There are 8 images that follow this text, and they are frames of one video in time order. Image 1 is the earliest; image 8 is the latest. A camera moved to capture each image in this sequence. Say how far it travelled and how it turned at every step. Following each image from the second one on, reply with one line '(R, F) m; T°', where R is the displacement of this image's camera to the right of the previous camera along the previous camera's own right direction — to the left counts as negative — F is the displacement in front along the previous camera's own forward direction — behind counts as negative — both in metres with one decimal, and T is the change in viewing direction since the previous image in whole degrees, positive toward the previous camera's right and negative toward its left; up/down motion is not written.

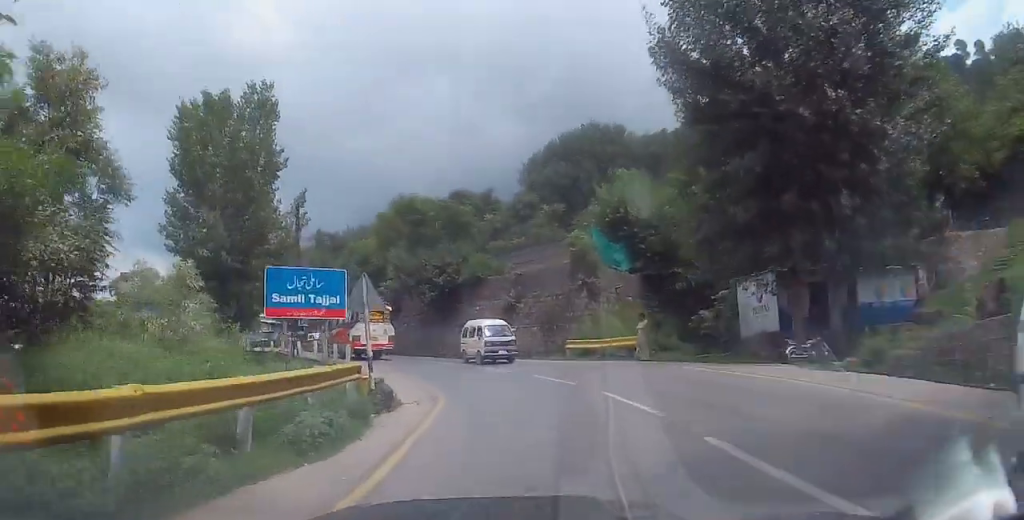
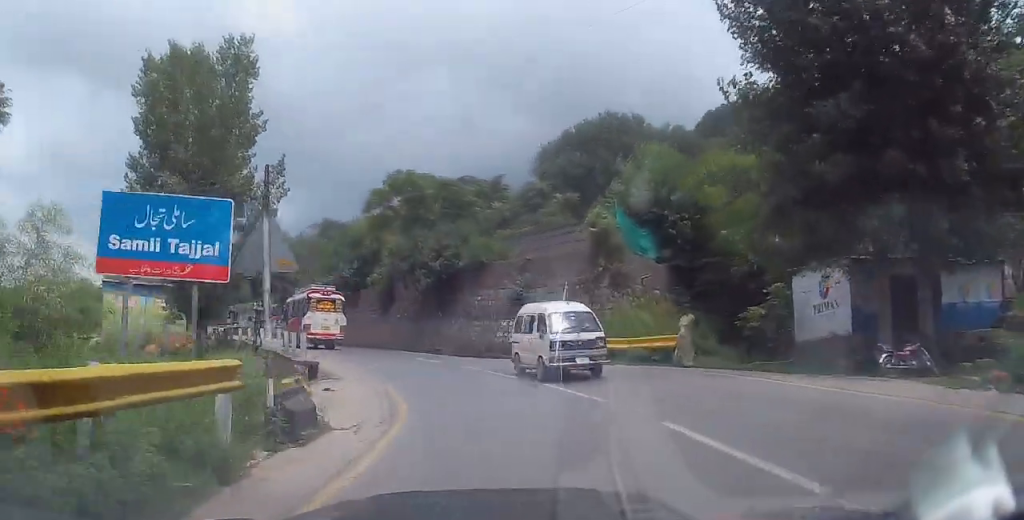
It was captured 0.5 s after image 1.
(0.0, +5.1) m; -2°
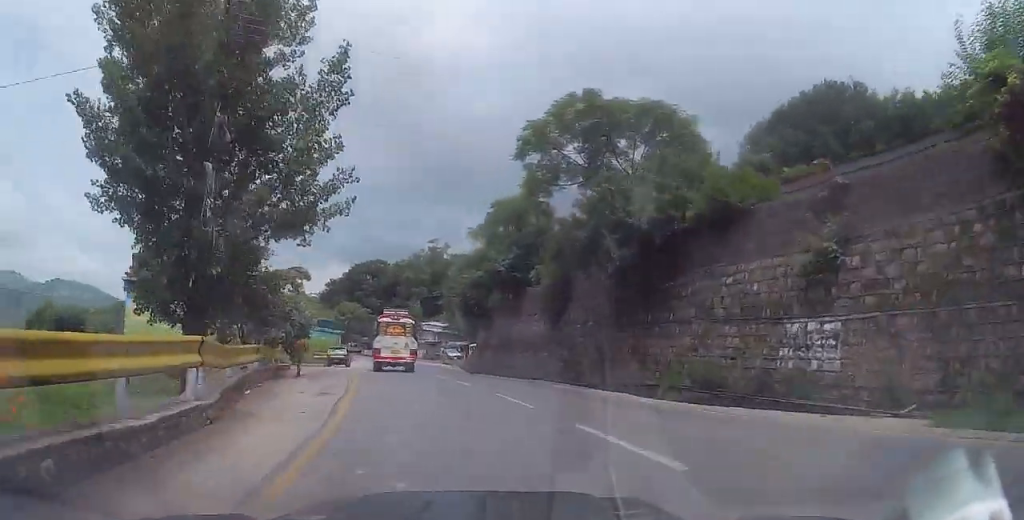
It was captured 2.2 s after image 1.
(-1.1, +16.2) m; -12°
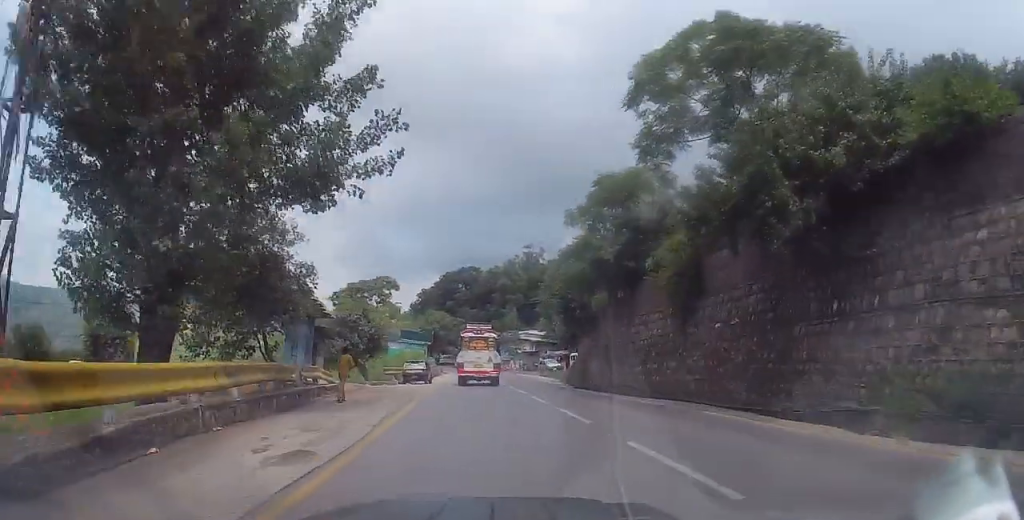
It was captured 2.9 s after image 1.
(-0.7, +6.4) m; -8°
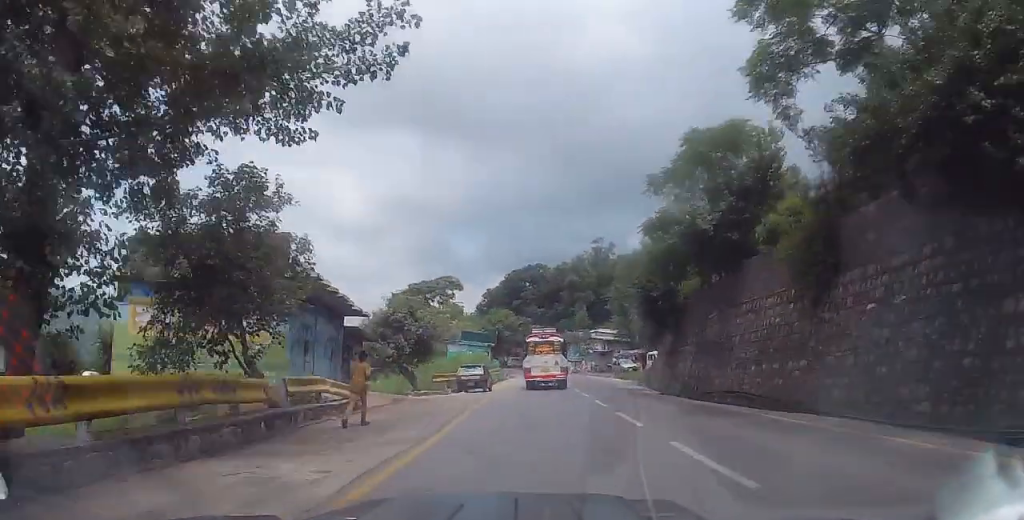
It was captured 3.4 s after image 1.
(-0.3, +5.4) m; -6°
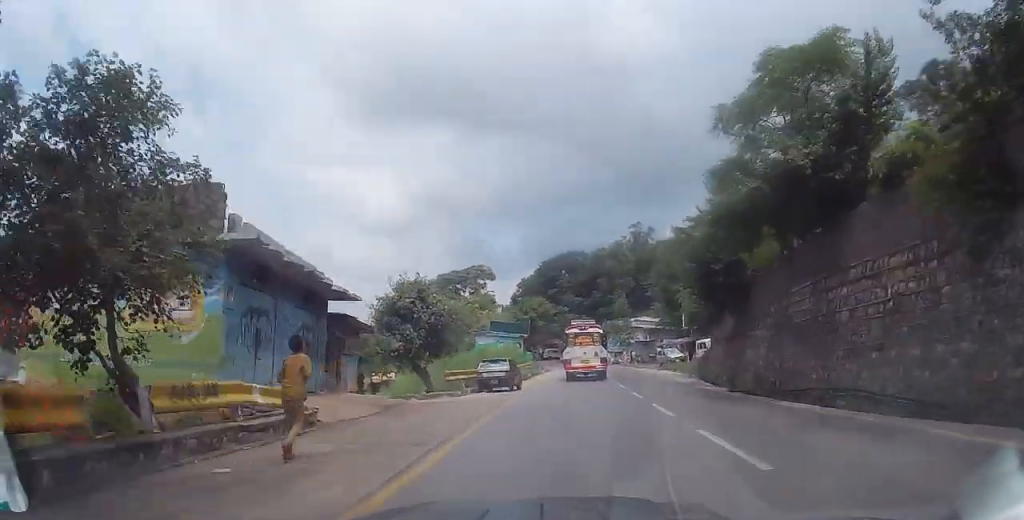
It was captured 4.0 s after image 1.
(-0.4, +5.4) m; -1°
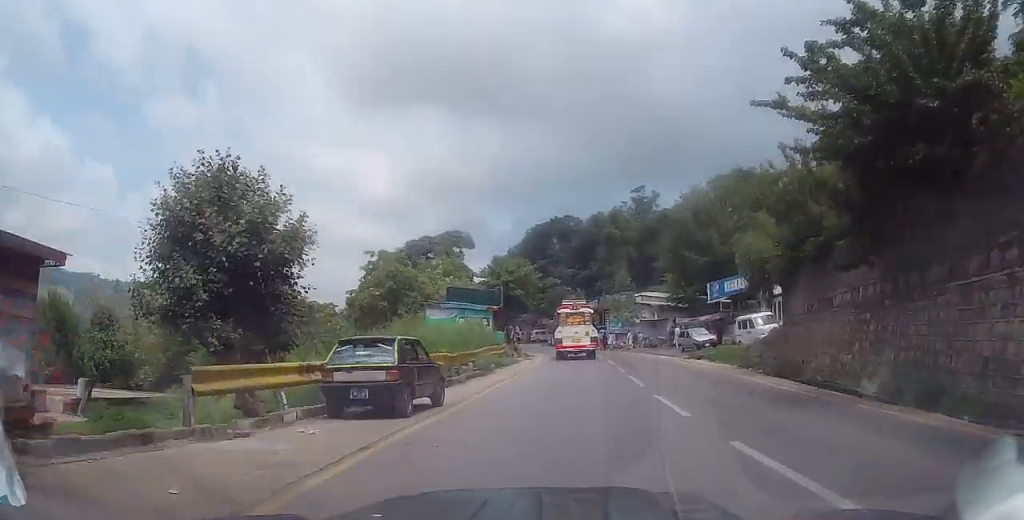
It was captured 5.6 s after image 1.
(+0.3, +15.0) m; +1°
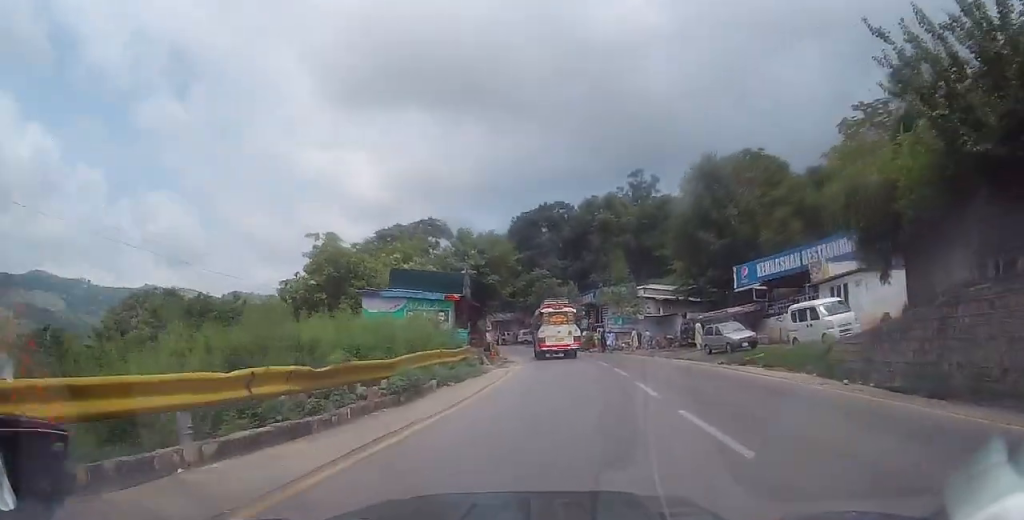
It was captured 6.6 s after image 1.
(-0.2, +9.9) m; -2°
